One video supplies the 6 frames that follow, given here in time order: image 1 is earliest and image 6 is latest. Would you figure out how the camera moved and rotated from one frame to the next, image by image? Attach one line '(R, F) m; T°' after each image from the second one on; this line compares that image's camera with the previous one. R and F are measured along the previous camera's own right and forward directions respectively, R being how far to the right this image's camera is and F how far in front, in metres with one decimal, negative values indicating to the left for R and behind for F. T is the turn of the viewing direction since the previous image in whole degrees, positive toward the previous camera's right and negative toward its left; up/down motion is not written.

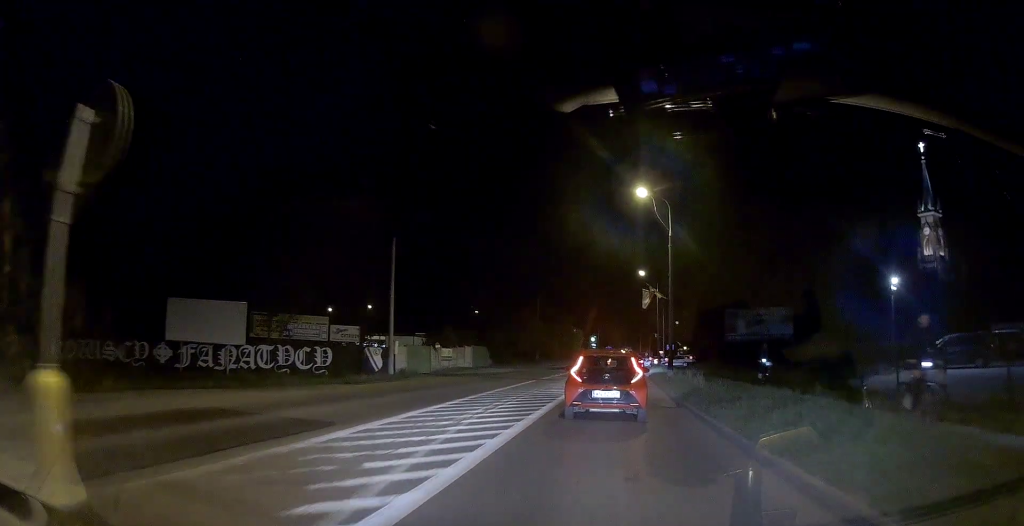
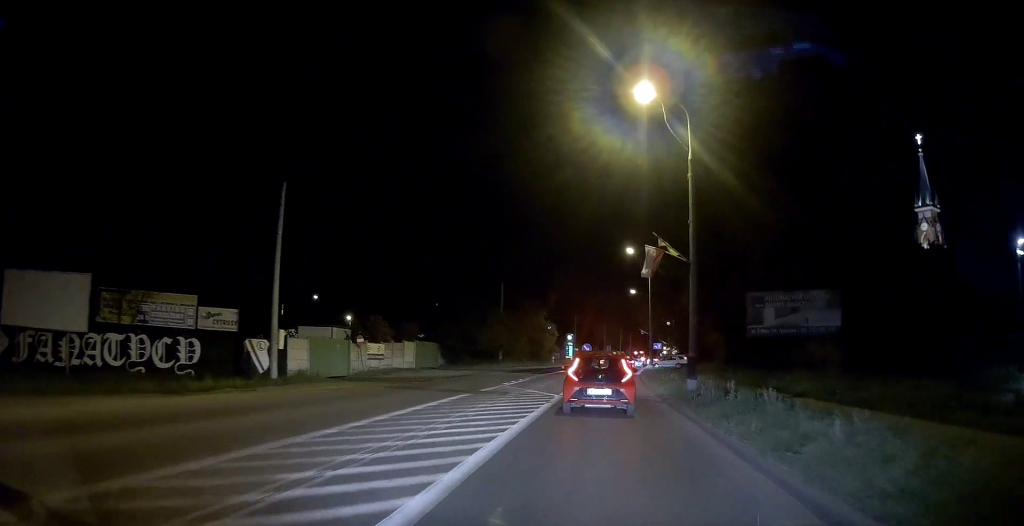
(+0.4, +15.8) m; +3°
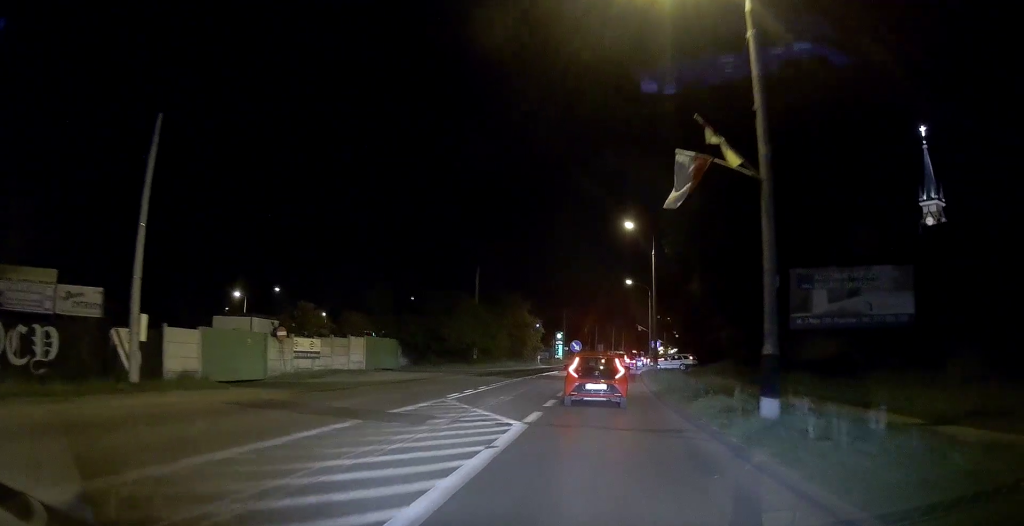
(+0.2, +10.0) m; +2°
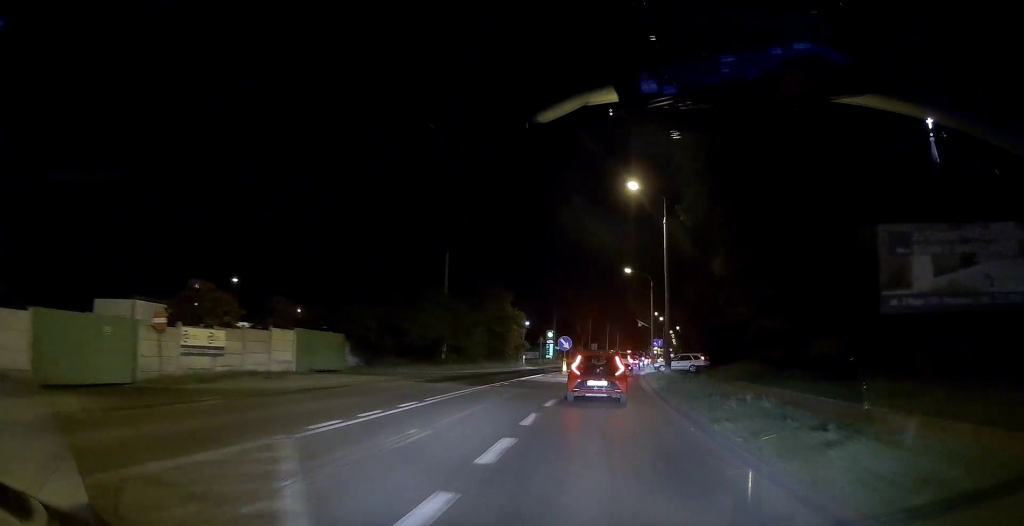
(+0.2, +8.6) m; +2°
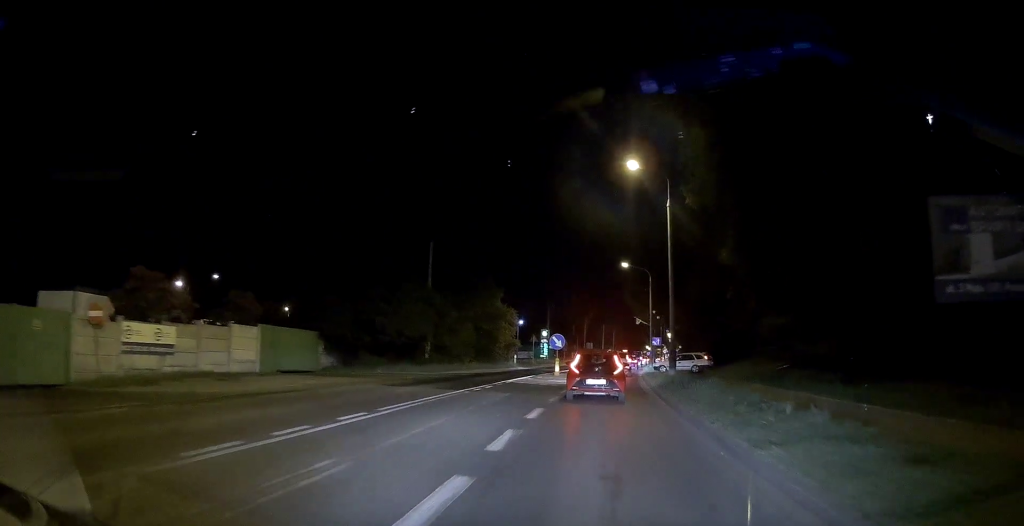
(+0.1, +3.0) m; 0°
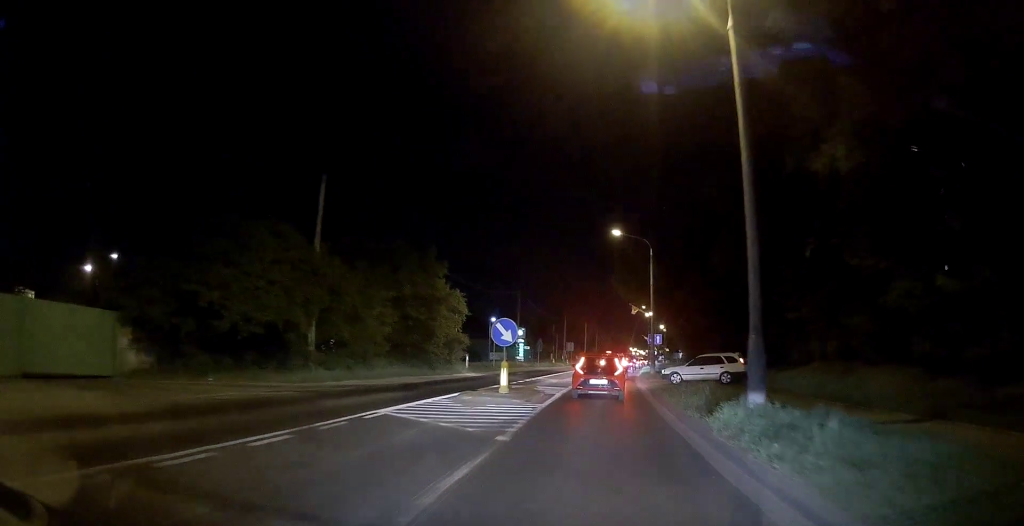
(0.0, +13.3) m; +1°
